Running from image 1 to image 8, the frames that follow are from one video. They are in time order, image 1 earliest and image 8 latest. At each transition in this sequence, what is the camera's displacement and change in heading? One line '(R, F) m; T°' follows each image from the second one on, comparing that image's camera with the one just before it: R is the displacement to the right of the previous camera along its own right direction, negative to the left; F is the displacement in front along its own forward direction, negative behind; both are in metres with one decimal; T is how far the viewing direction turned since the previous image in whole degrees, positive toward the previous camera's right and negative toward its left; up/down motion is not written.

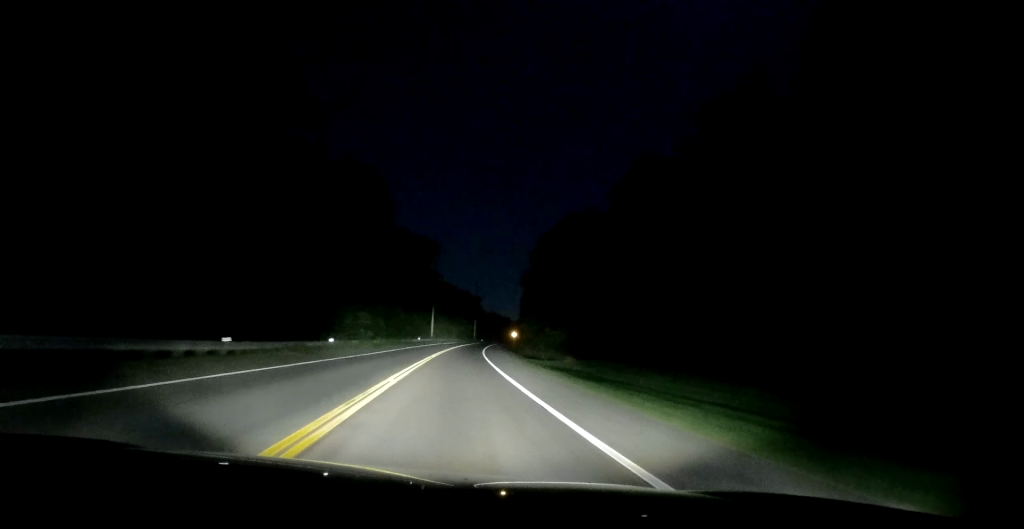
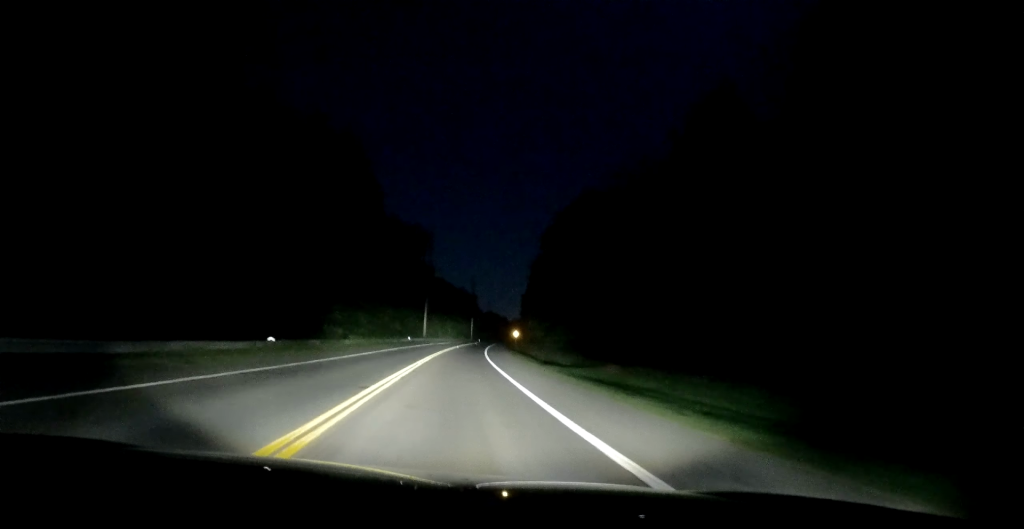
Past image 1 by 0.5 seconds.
(-0.1, +12.9) m; +1°
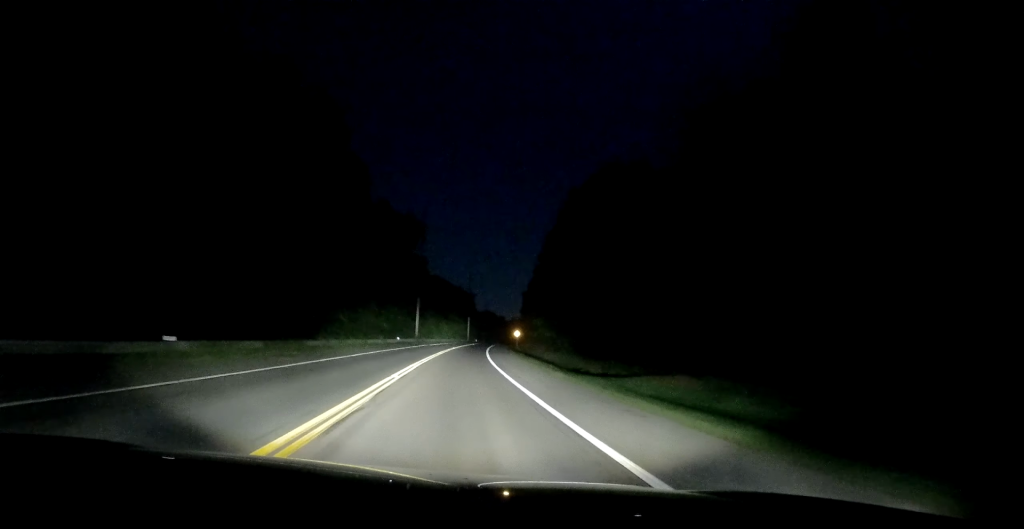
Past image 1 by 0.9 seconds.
(+0.1, +10.2) m; +1°
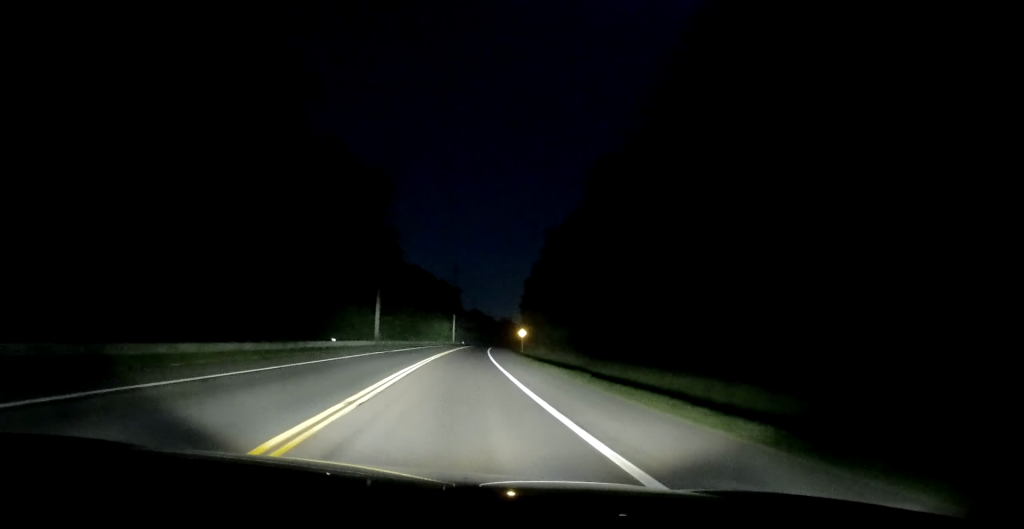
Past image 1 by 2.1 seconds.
(+0.8, +31.2) m; +1°
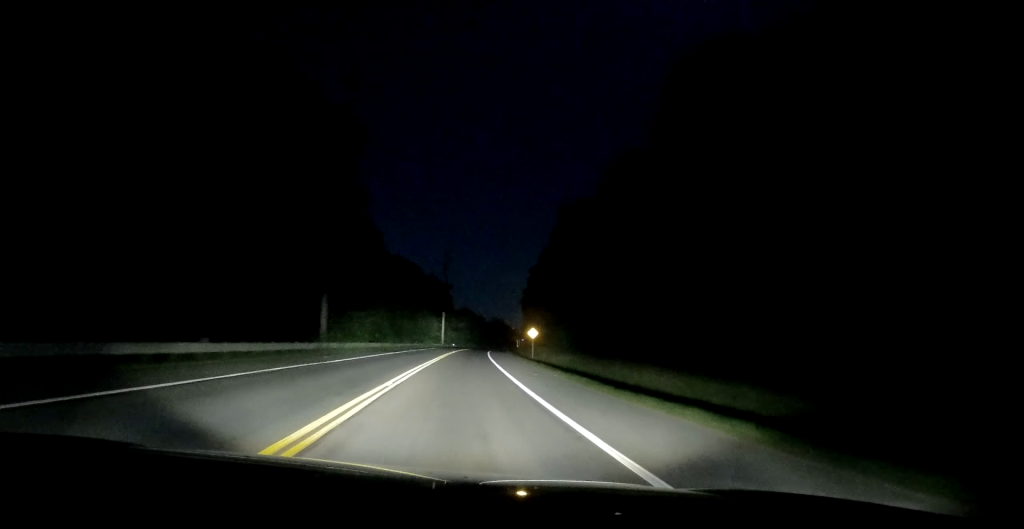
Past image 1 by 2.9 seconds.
(0.0, +20.0) m; 0°
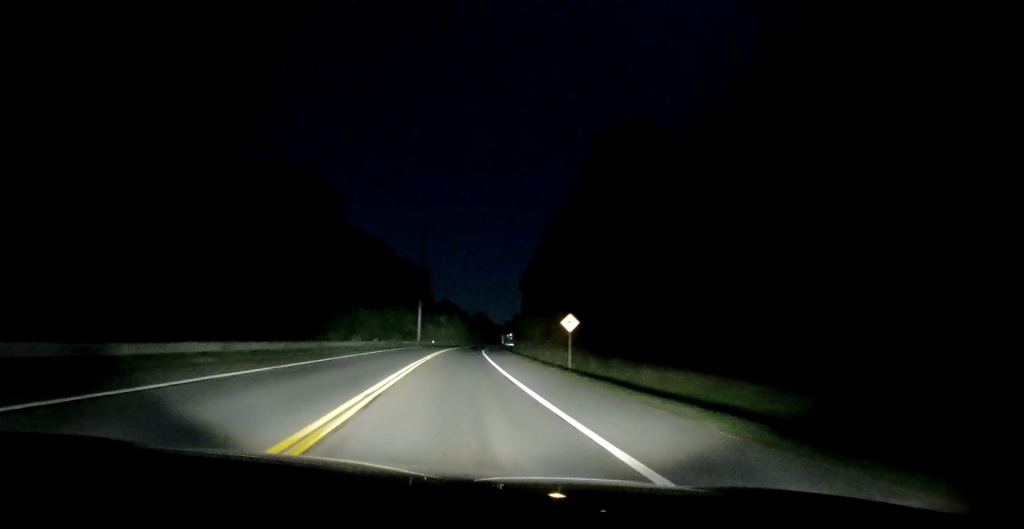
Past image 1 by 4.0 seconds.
(+0.2, +27.5) m; +1°
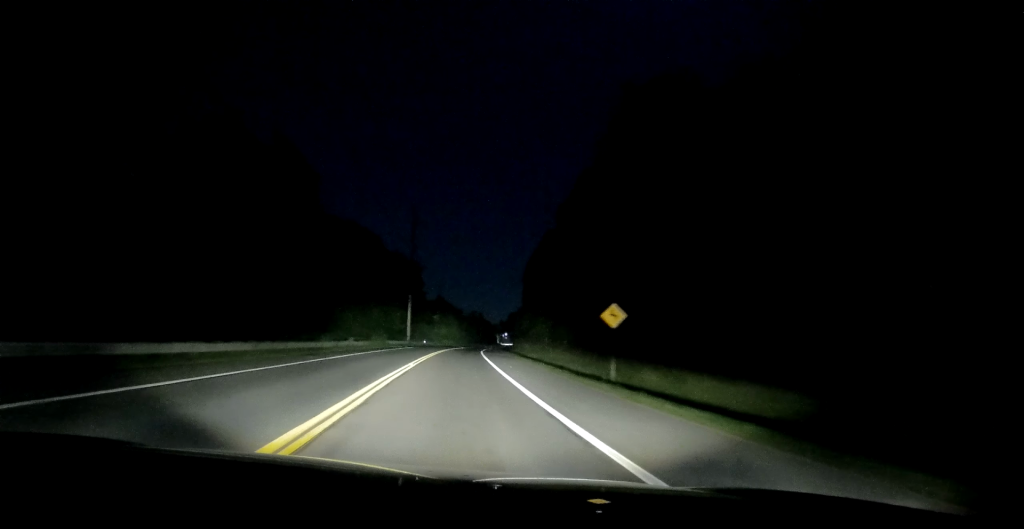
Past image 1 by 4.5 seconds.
(+0.1, +11.6) m; 0°
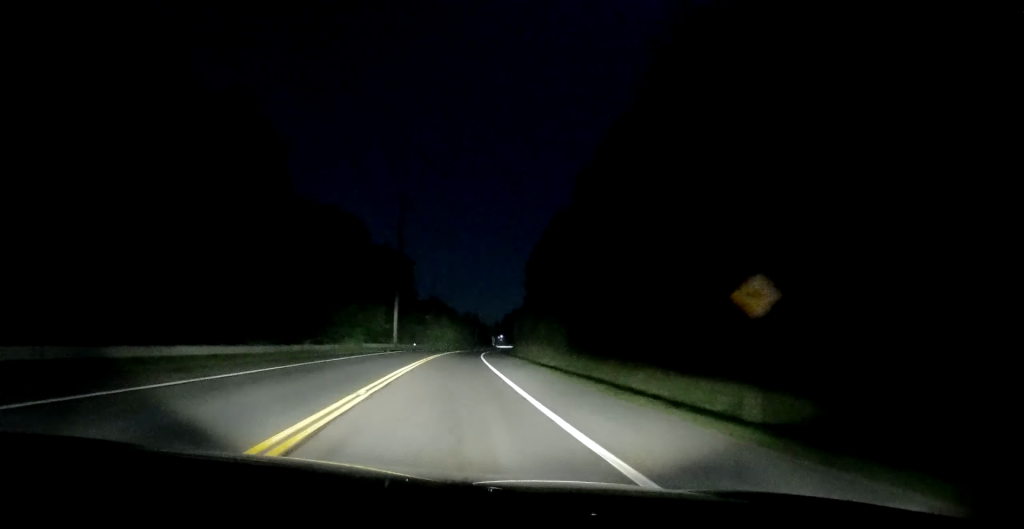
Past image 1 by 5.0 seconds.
(0.0, +12.3) m; +1°
